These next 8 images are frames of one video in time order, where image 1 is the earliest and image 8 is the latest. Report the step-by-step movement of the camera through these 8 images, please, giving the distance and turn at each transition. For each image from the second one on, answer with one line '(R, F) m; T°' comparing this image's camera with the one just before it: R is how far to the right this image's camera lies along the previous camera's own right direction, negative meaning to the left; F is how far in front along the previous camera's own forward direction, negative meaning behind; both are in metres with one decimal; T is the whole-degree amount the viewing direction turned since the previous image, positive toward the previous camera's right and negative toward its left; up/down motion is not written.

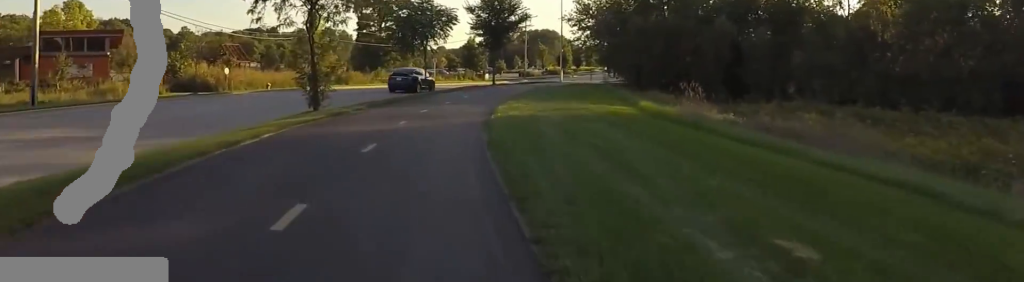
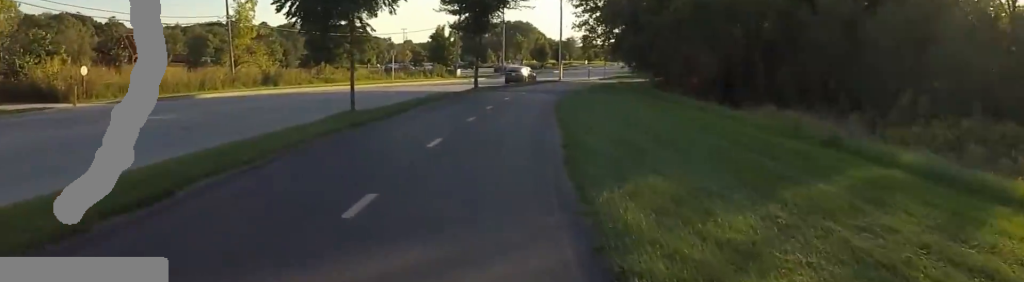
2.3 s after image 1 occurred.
(+0.2, +14.5) m; -4°
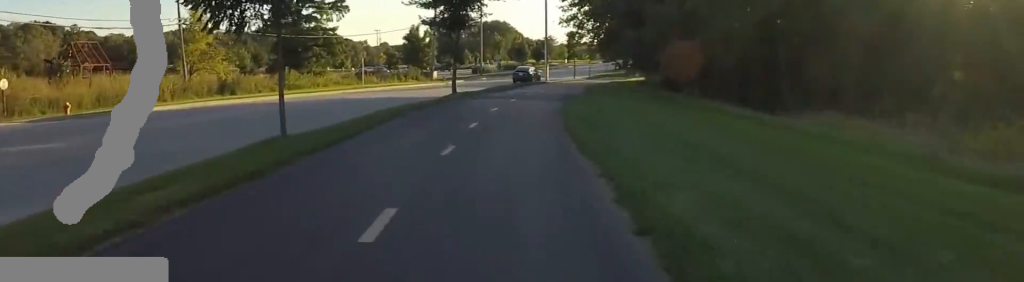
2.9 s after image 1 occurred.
(+0.3, +4.3) m; +5°
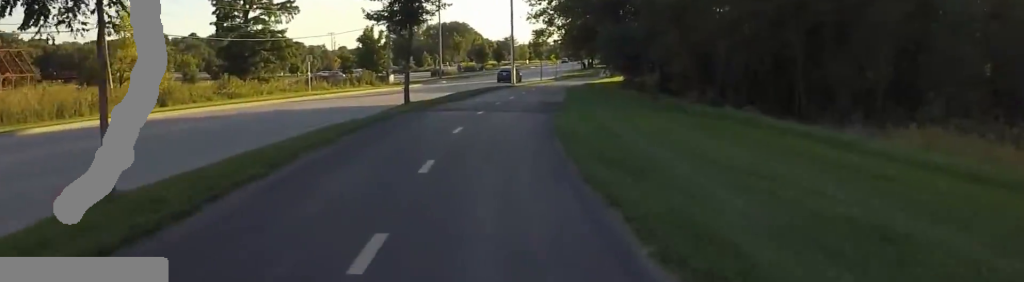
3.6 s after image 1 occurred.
(+0.5, +4.5) m; +6°
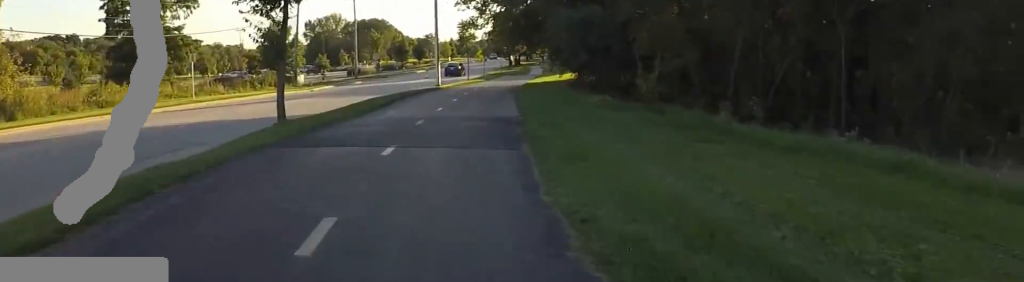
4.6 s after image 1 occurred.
(+0.1, +7.2) m; +2°
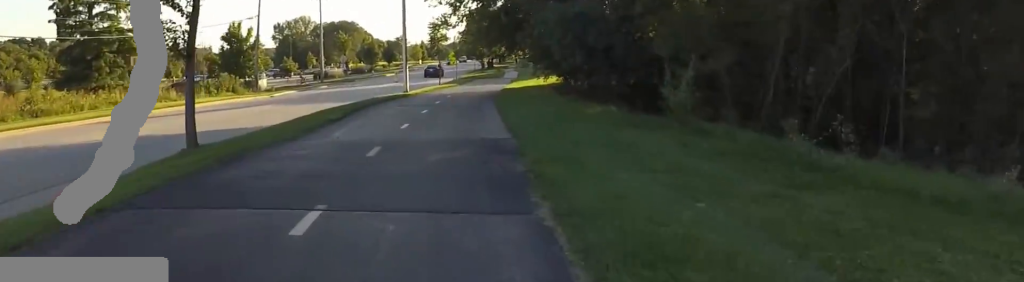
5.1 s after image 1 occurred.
(0.0, +3.7) m; +2°
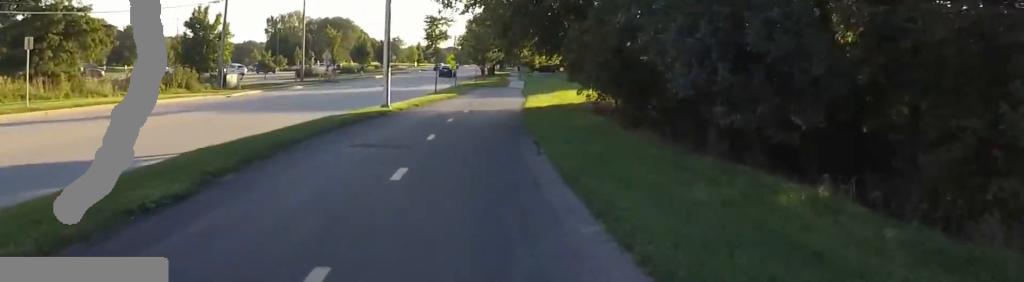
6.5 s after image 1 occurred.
(+0.5, +8.9) m; +6°
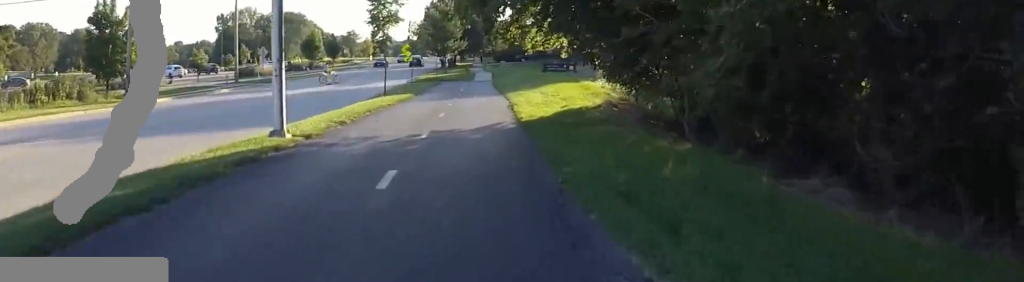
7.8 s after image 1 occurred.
(+0.5, +8.4) m; +6°
